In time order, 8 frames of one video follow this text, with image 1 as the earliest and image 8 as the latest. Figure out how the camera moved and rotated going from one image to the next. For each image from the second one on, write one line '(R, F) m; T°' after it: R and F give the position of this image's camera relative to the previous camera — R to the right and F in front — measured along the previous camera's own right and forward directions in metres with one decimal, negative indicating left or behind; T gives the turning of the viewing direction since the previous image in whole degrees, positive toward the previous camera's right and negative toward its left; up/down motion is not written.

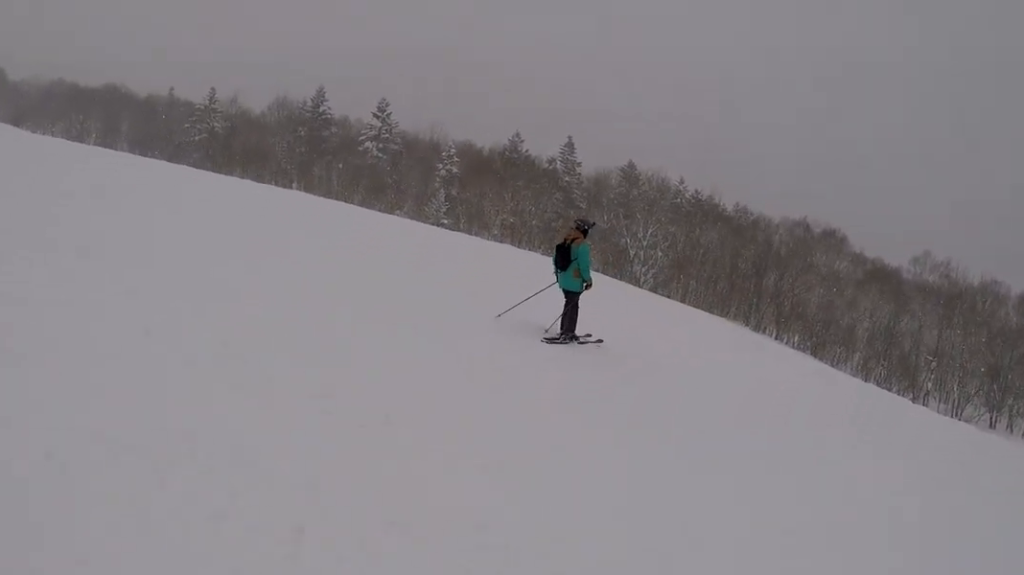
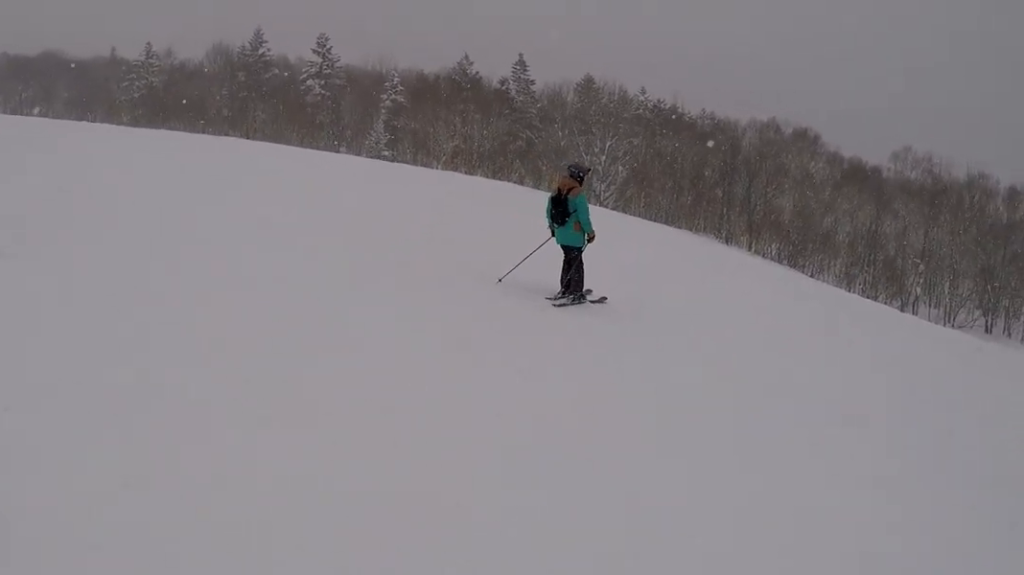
(-2.0, +4.0) m; -22°
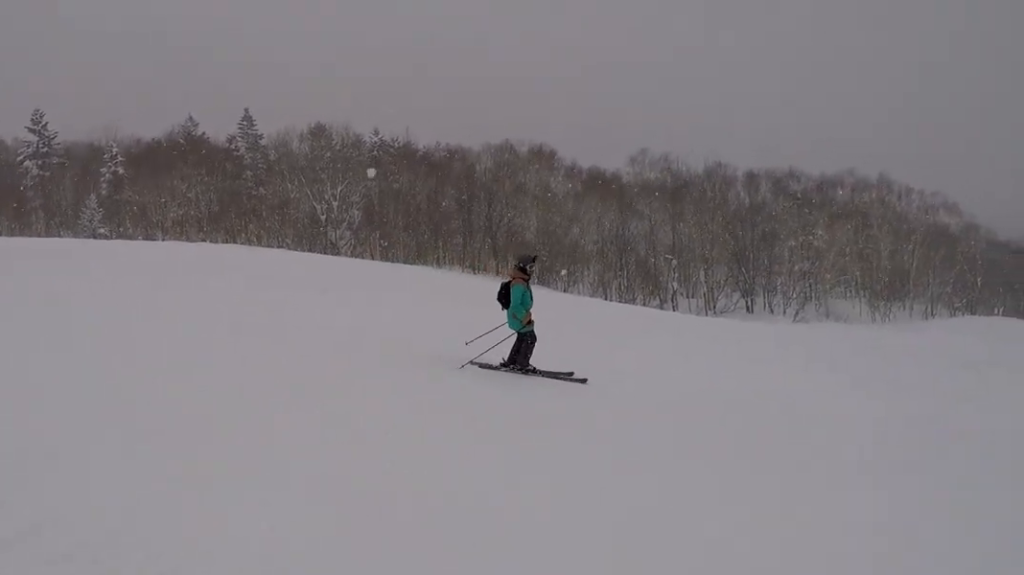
(+0.2, +5.5) m; +9°
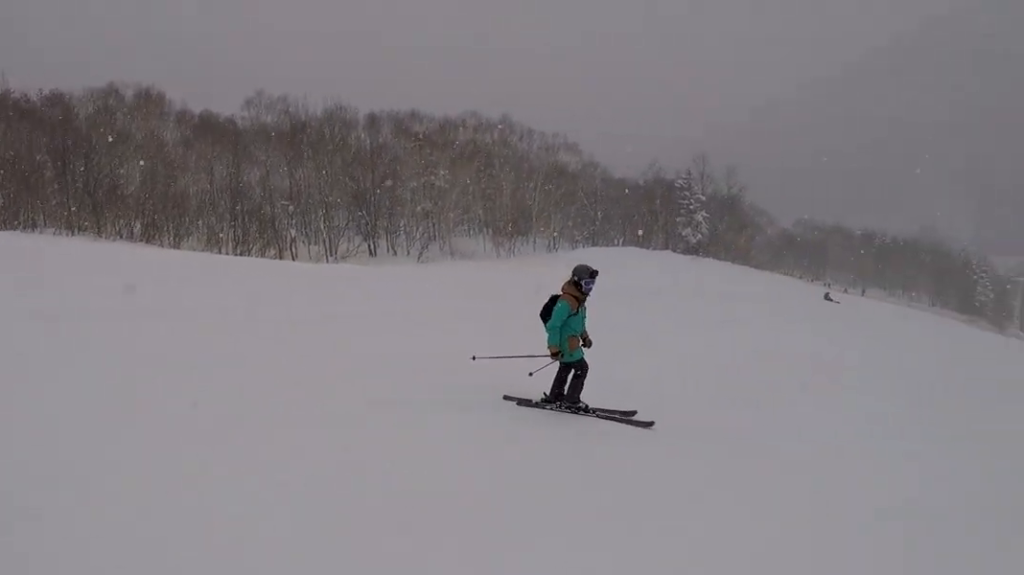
(+1.8, +4.3) m; +54°
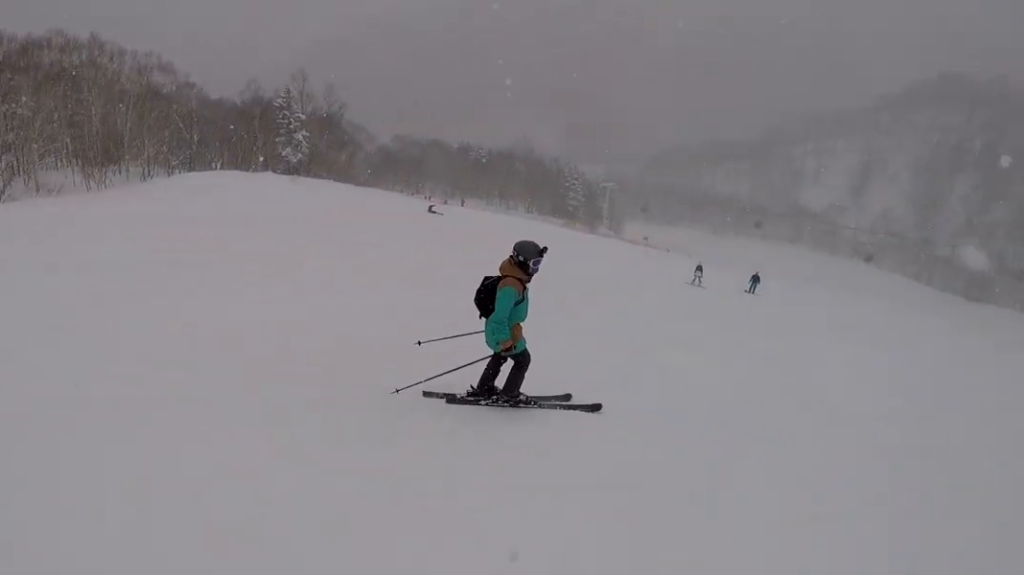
(+1.0, +2.4) m; +18°
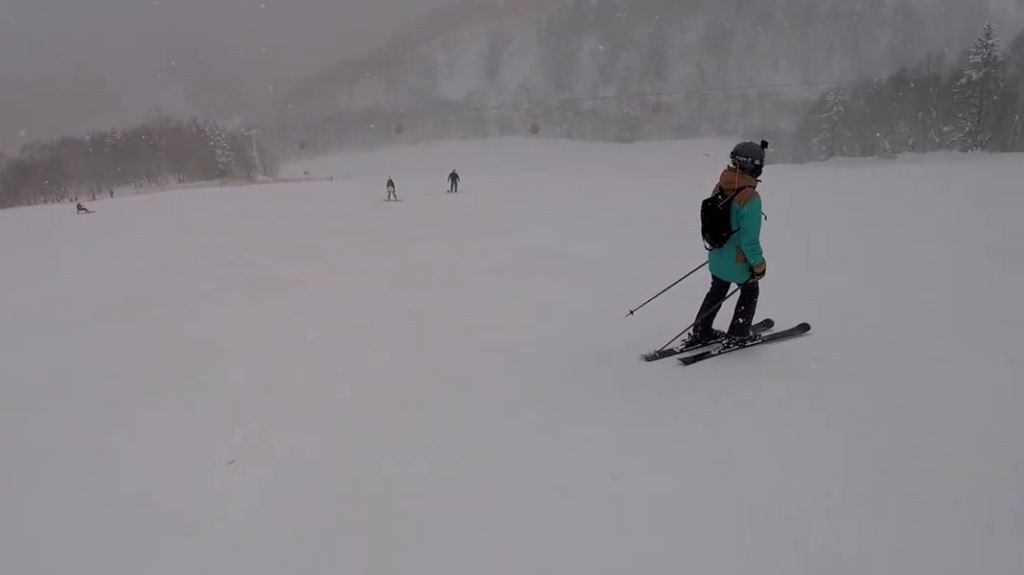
(+0.4, +3.4) m; +8°
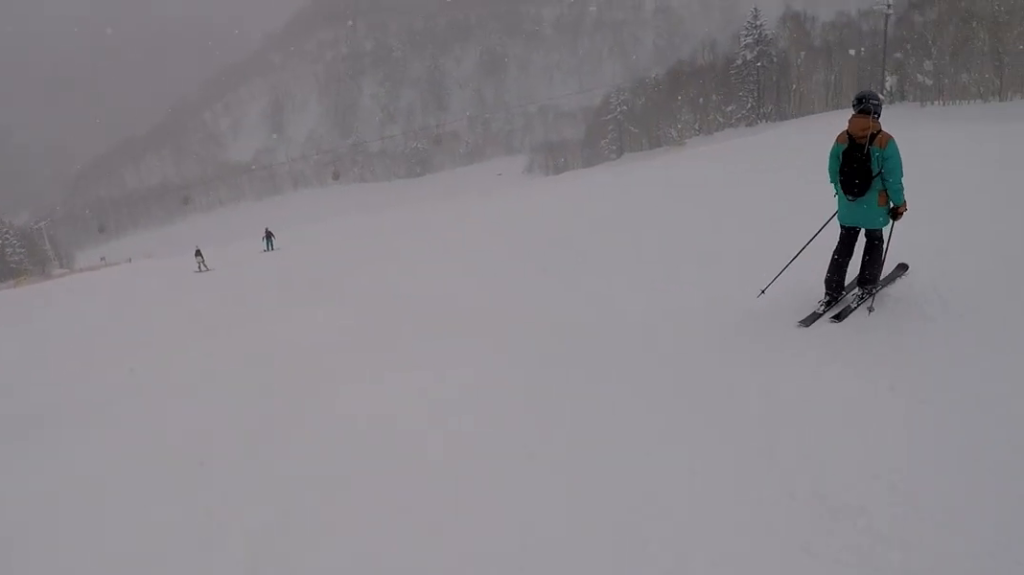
(0.0, +2.3) m; +8°
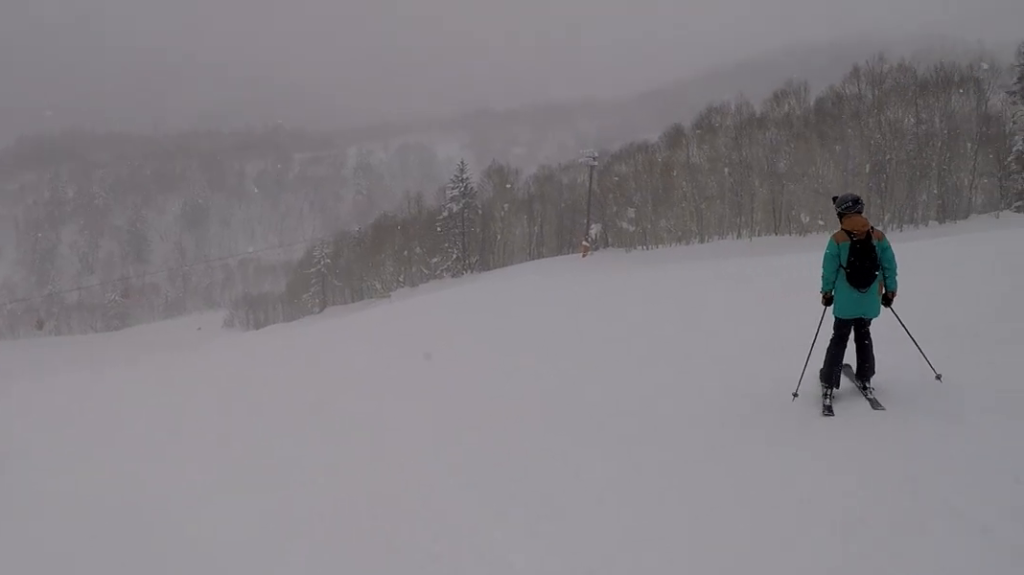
(-0.2, +3.1) m; +22°
